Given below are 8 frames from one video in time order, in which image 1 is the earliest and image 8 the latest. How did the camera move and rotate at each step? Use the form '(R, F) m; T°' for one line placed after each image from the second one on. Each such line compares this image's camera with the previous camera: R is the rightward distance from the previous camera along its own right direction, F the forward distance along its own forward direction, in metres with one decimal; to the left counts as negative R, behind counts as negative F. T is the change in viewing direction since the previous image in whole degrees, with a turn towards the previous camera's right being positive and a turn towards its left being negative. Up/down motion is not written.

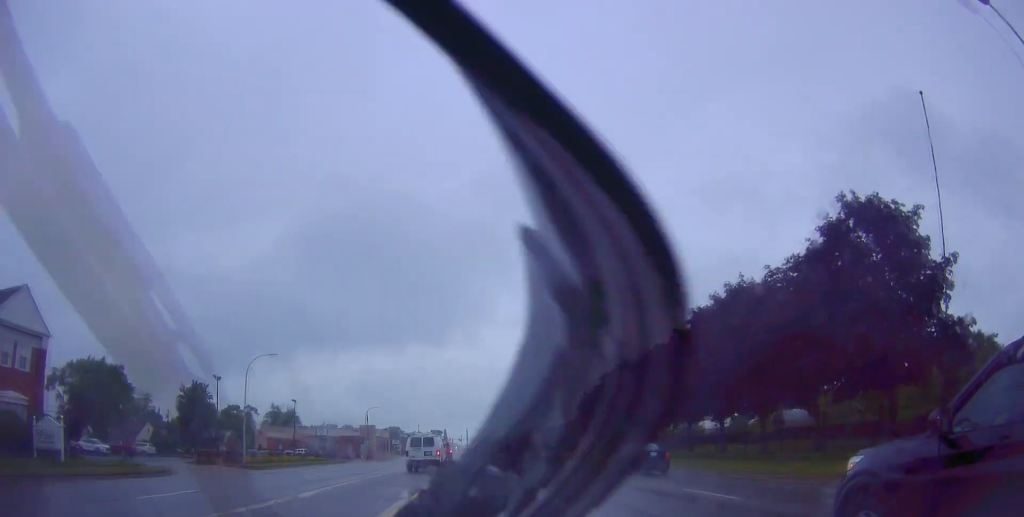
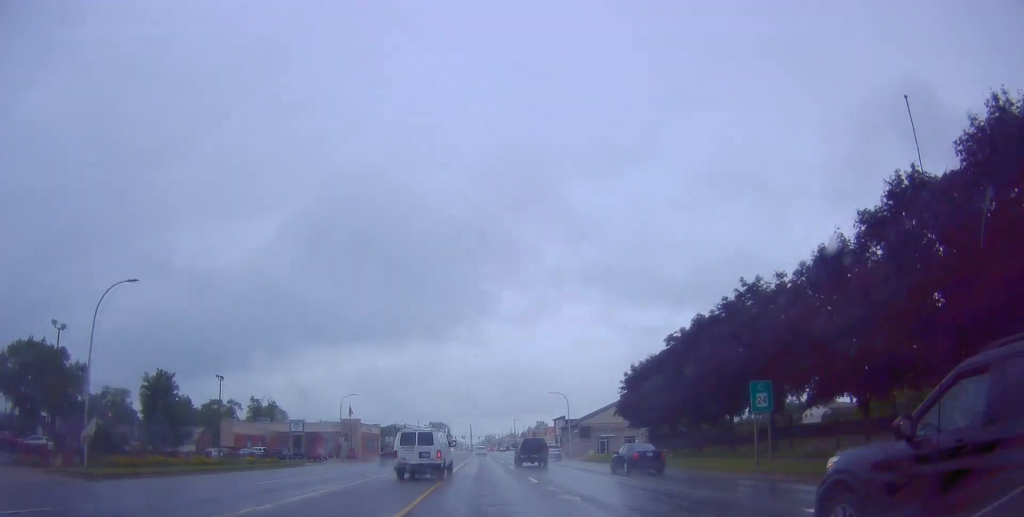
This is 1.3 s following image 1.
(0.0, +23.0) m; 0°
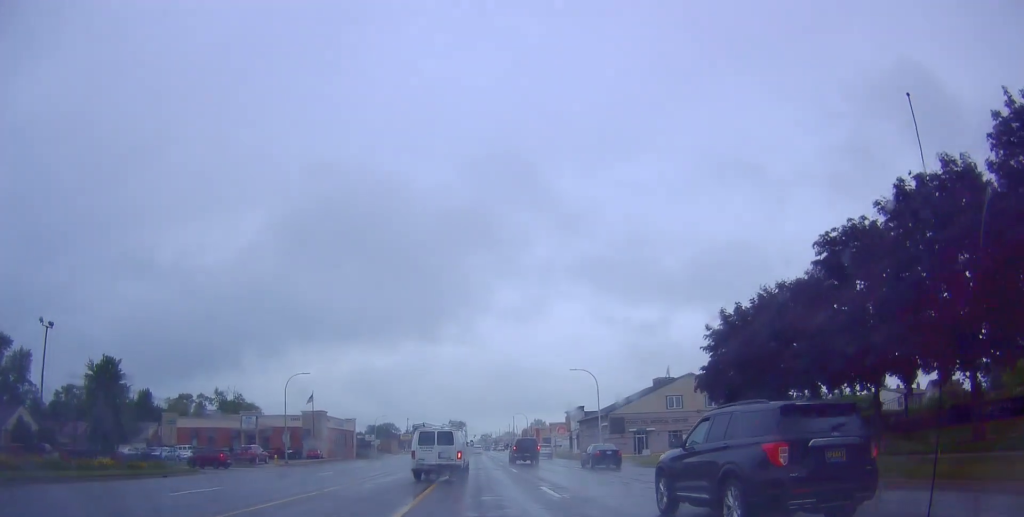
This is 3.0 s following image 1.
(0.0, +26.6) m; 0°
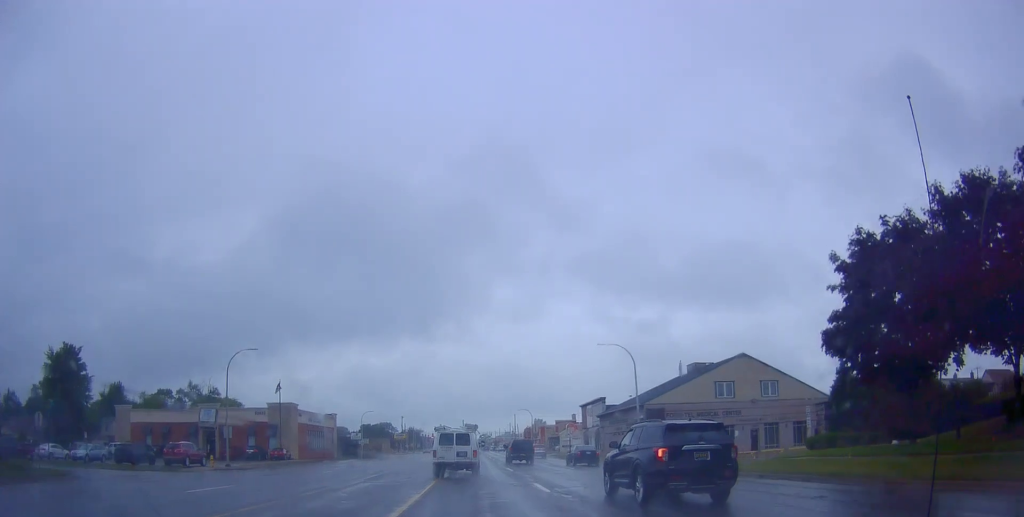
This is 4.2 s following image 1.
(0.0, +16.3) m; -2°
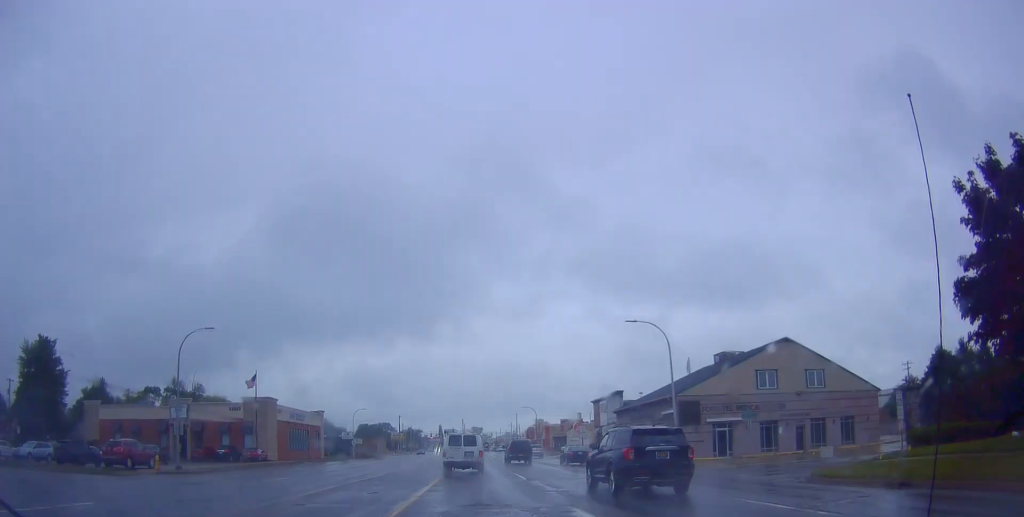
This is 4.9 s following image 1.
(-0.2, +8.8) m; -1°
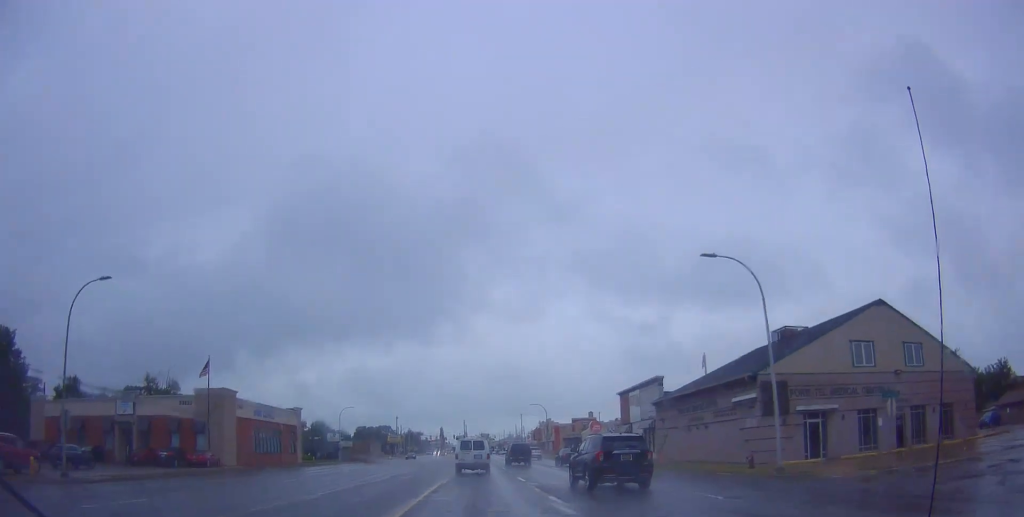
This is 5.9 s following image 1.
(-0.1, +12.8) m; +1°
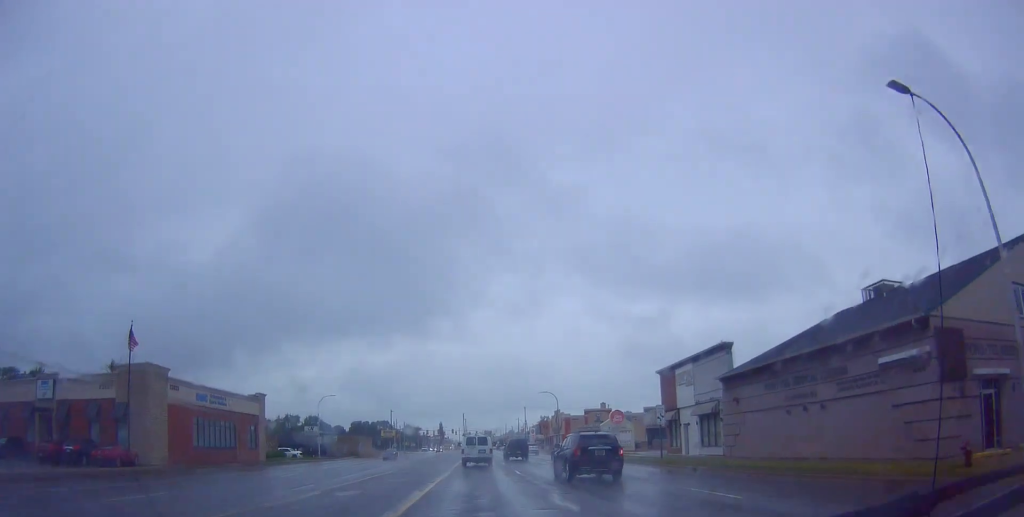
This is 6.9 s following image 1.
(+0.3, +13.0) m; +1°
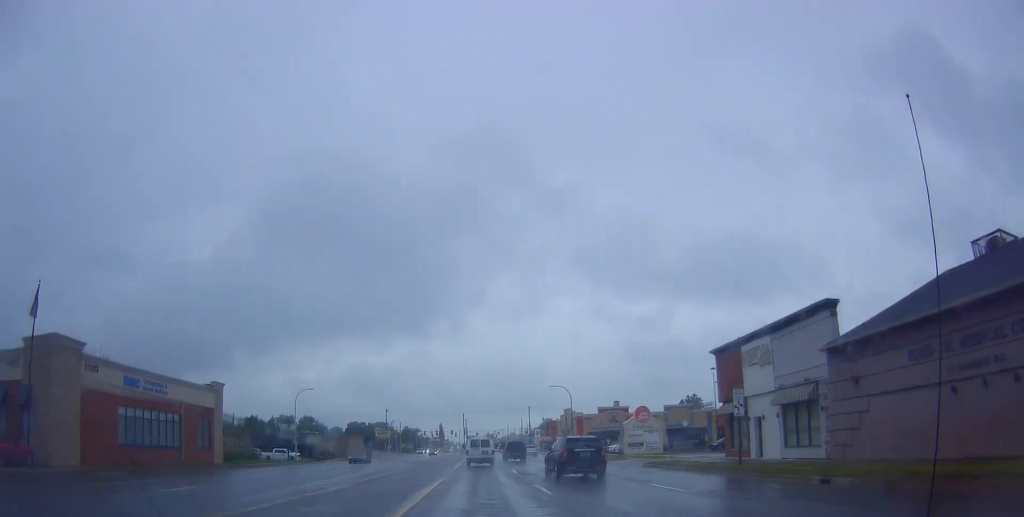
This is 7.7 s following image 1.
(0.0, +10.6) m; 0°
